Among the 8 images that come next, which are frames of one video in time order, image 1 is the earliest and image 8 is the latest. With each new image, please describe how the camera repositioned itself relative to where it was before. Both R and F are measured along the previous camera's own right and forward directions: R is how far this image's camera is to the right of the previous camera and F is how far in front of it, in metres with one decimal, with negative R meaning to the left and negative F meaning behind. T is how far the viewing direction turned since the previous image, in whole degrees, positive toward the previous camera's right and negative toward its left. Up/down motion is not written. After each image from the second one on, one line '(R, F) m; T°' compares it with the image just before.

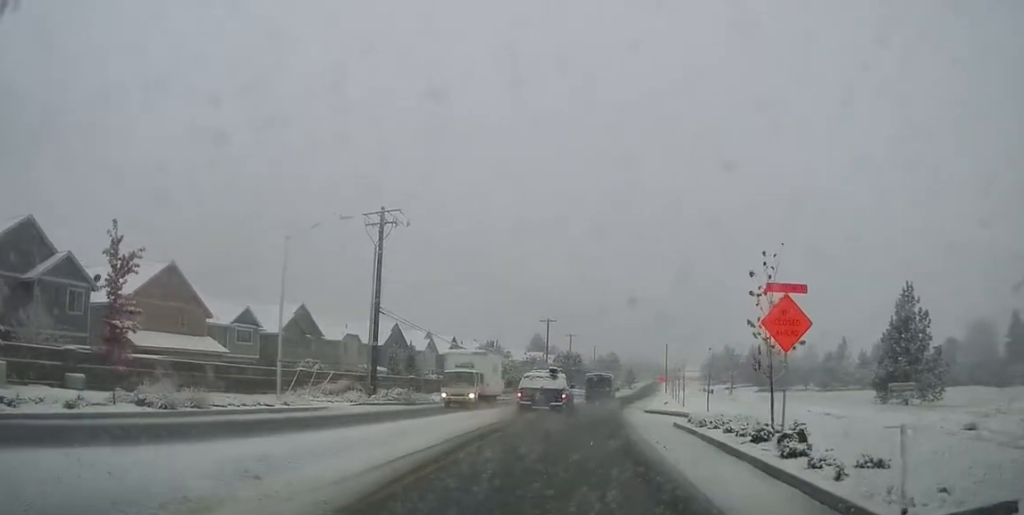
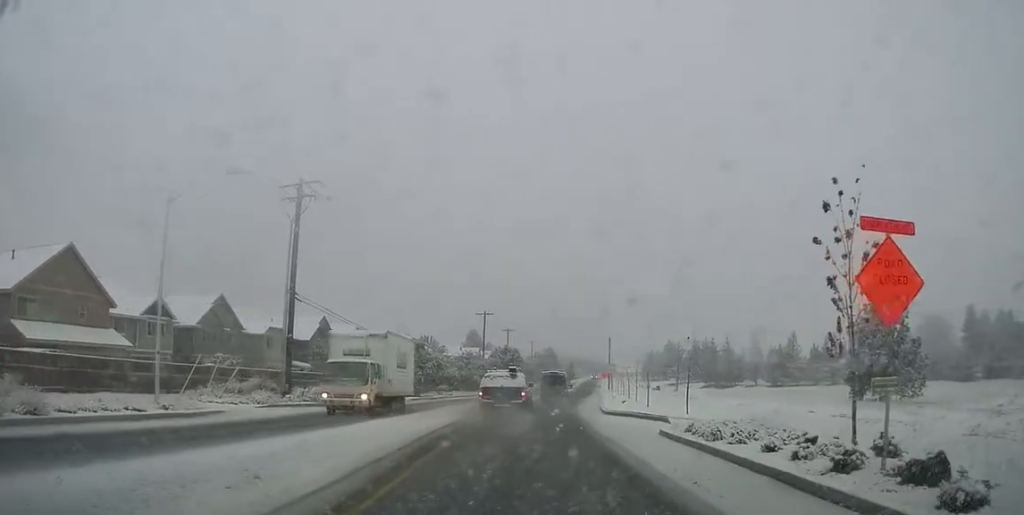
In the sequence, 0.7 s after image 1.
(+0.1, +6.1) m; +4°
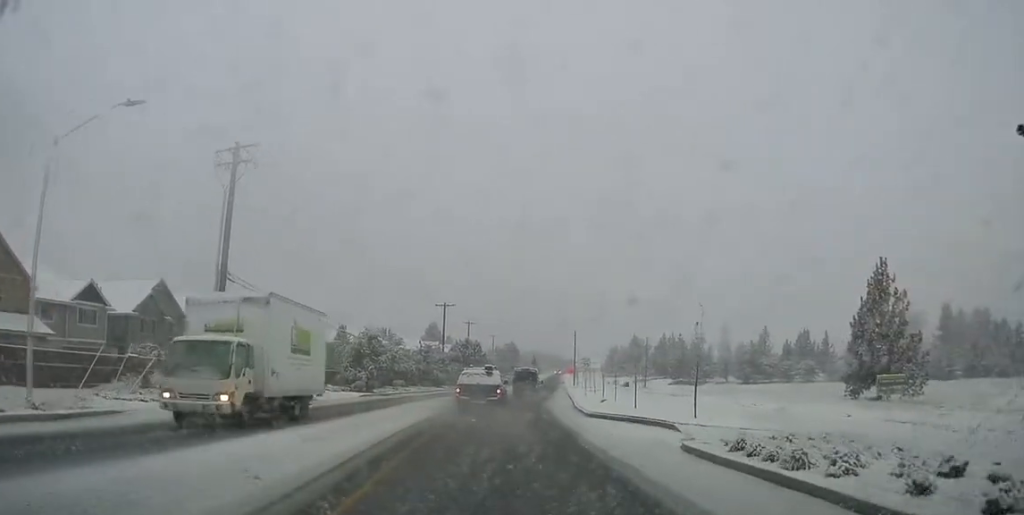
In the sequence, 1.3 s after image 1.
(0.0, +5.6) m; +4°
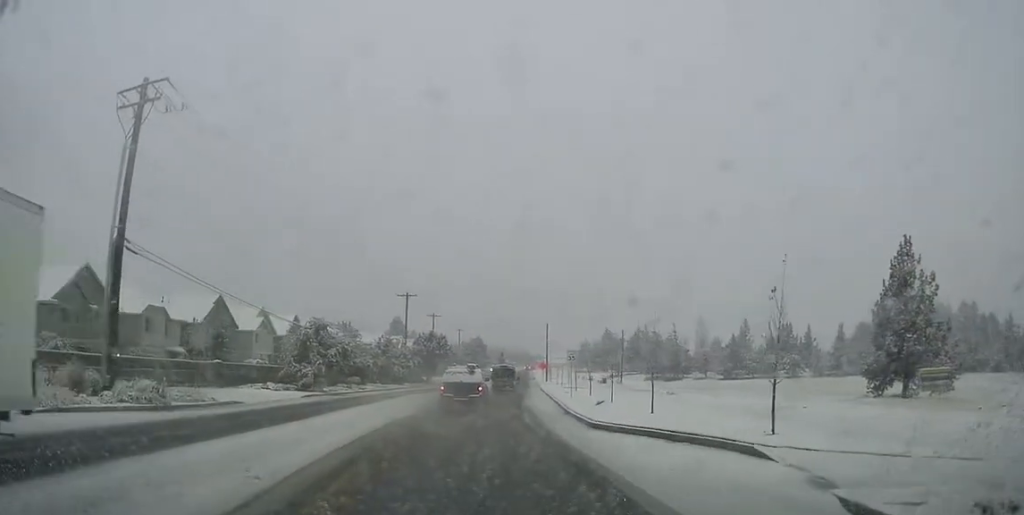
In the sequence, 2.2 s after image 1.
(+0.8, +8.2) m; +3°
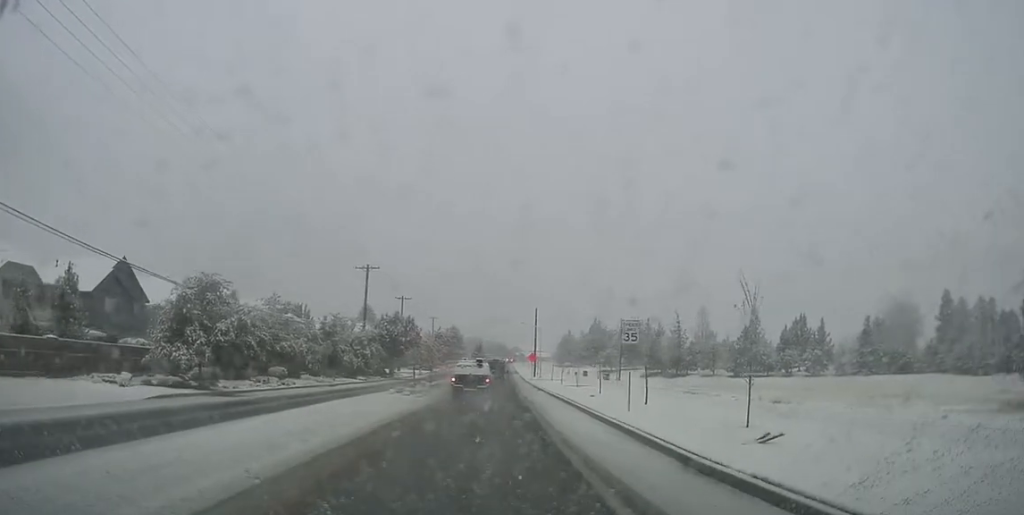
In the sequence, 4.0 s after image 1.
(-0.7, +18.9) m; 0°
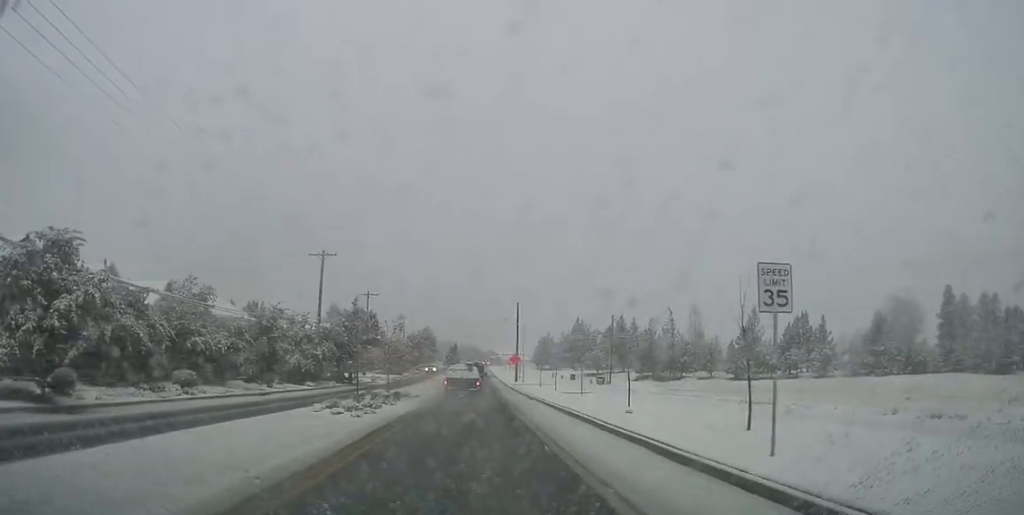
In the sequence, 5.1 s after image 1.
(+0.5, +11.7) m; +3°
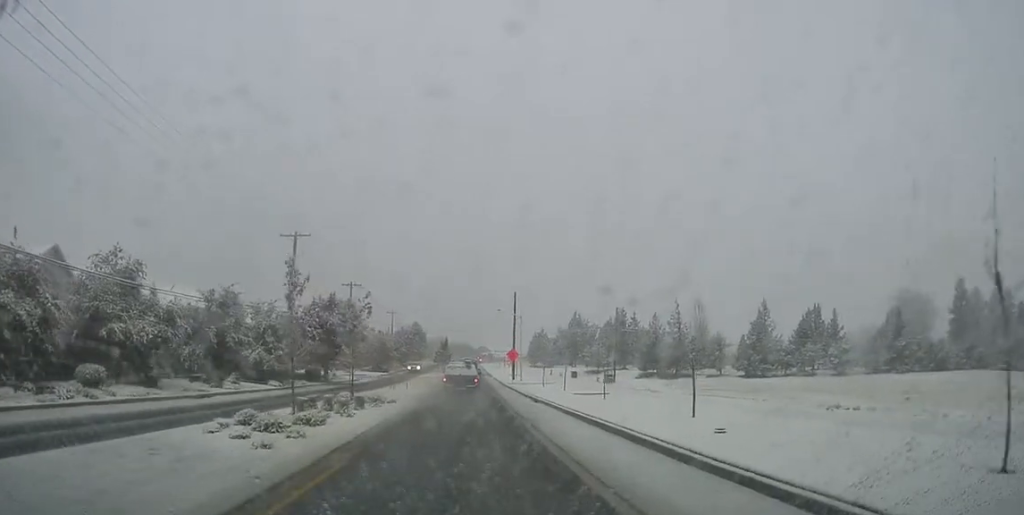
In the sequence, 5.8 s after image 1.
(+0.1, +8.2) m; -1°
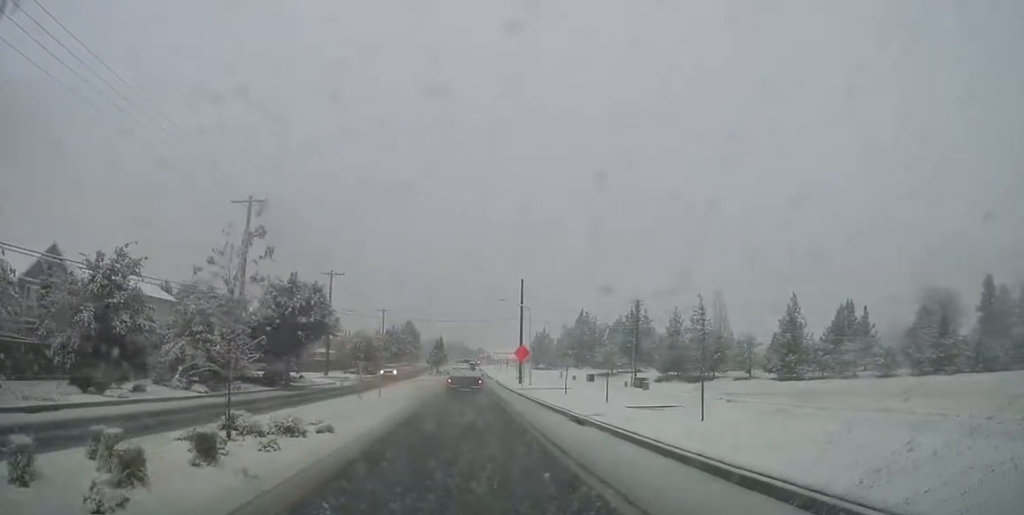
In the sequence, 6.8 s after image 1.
(-0.3, +12.8) m; -1°
